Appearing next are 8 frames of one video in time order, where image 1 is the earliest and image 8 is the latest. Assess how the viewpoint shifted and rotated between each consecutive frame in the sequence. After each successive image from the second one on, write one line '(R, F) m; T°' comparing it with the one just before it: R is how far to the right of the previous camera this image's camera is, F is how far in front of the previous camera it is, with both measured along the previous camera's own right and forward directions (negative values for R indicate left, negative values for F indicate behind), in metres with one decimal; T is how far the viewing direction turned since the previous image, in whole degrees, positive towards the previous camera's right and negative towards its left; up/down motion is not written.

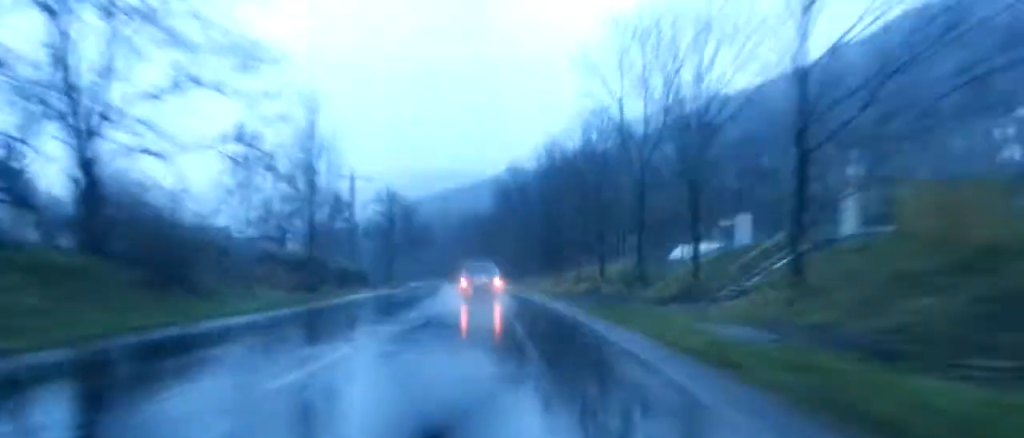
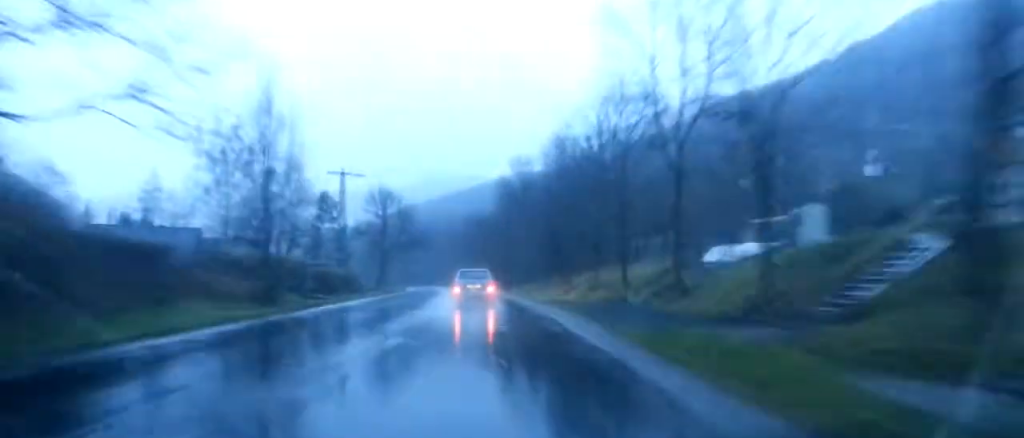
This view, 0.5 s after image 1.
(+0.1, +7.8) m; -1°
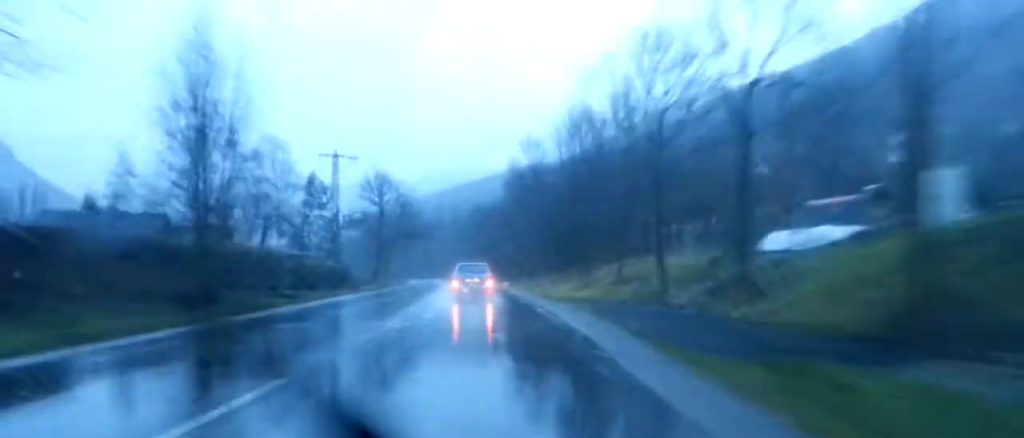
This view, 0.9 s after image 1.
(-0.2, +7.7) m; -1°
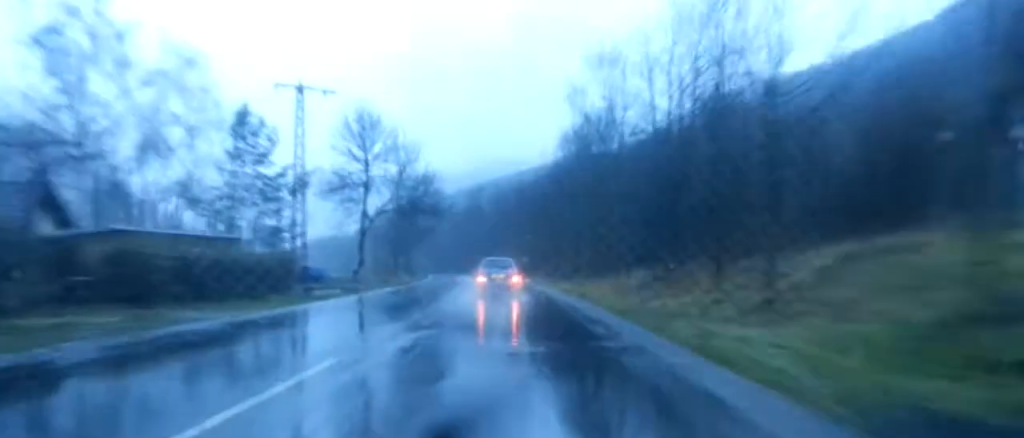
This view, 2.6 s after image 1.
(-0.2, +27.3) m; 0°
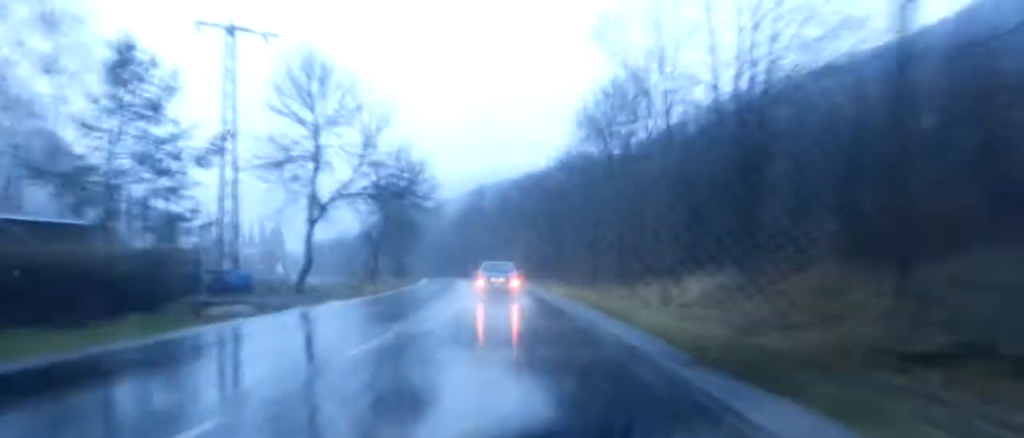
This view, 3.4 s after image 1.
(-0.1, +12.9) m; -1°
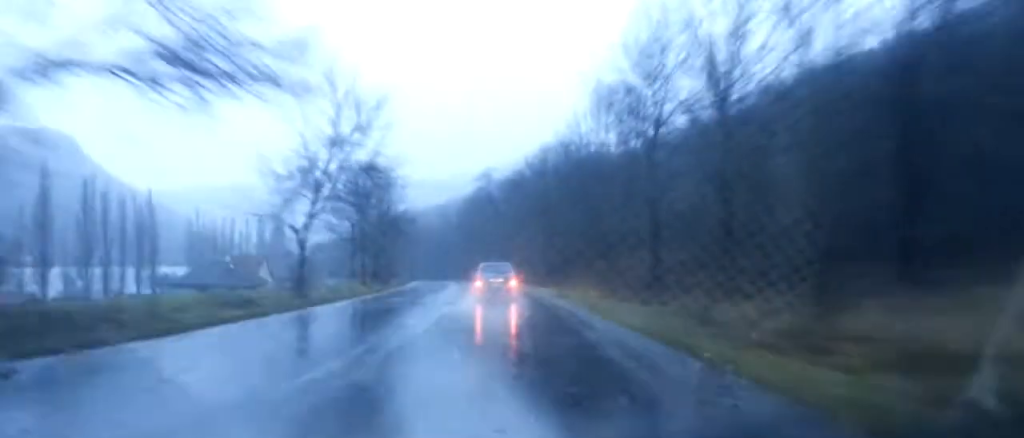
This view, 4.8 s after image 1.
(-0.3, +22.8) m; -1°
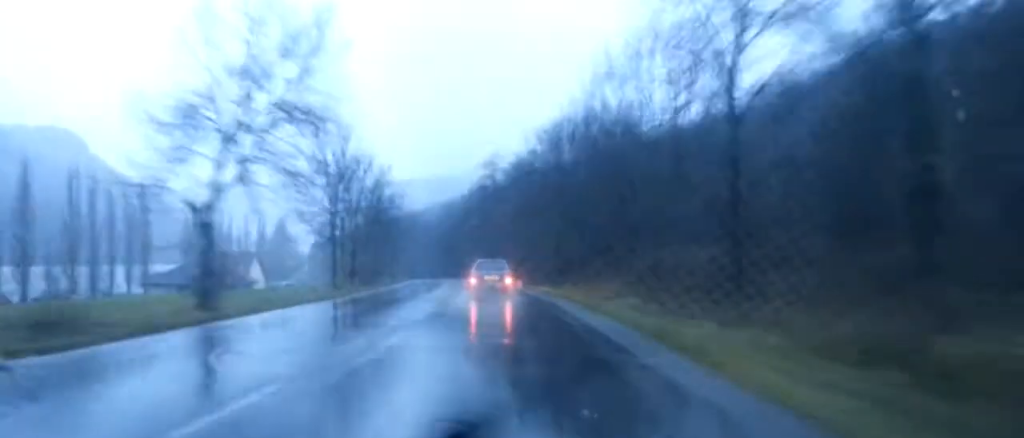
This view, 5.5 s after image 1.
(0.0, +12.1) m; 0°
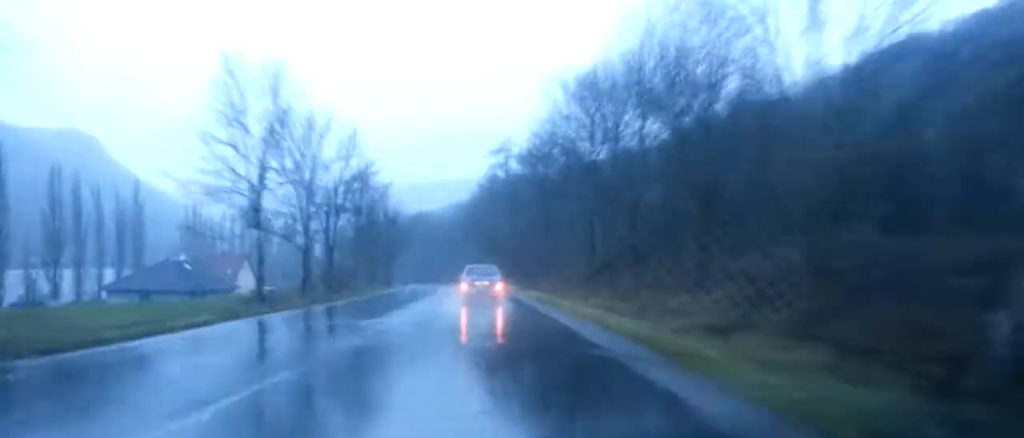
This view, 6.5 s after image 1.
(0.0, +16.6) m; -2°
